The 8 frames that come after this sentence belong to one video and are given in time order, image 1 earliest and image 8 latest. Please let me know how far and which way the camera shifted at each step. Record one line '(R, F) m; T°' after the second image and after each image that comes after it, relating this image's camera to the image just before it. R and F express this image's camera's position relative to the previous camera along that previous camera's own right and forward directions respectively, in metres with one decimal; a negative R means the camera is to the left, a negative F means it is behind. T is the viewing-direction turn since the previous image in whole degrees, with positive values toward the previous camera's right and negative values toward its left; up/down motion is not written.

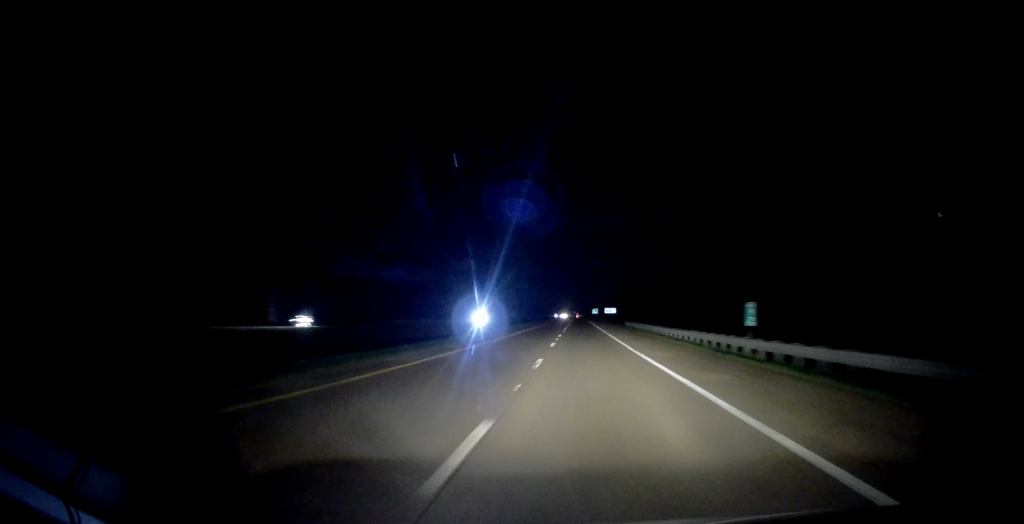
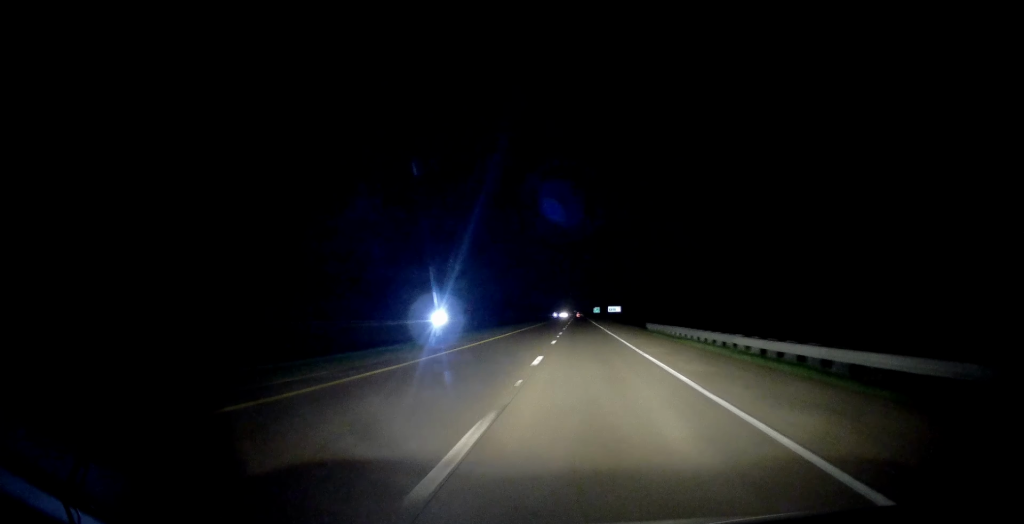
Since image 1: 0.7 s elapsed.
(0.0, +23.9) m; 0°
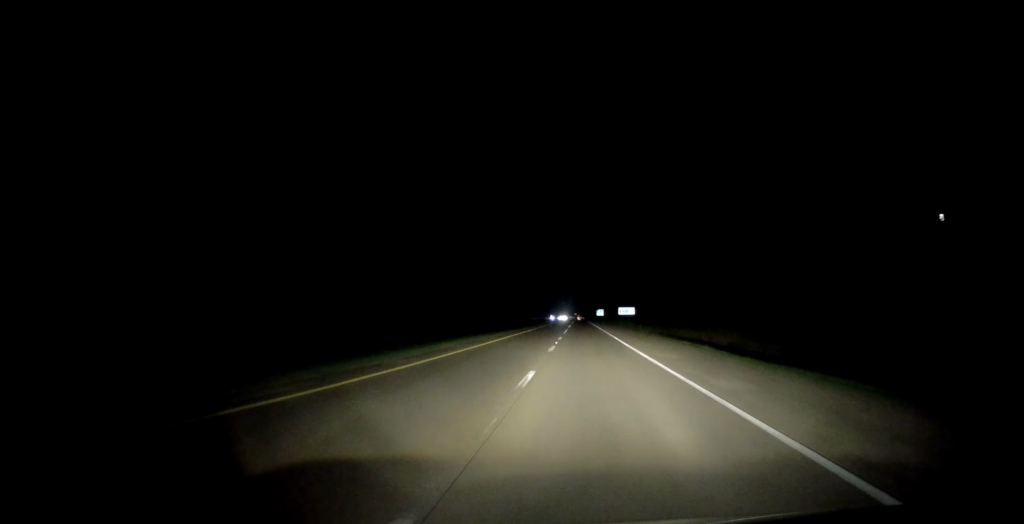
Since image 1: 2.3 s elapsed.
(-0.2, +53.4) m; 0°
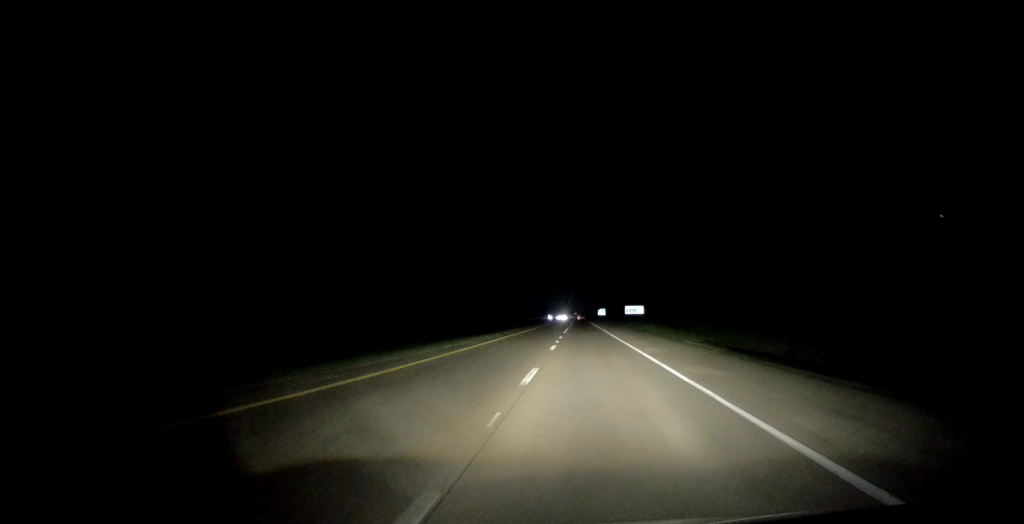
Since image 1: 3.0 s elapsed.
(+0.1, +23.9) m; 0°
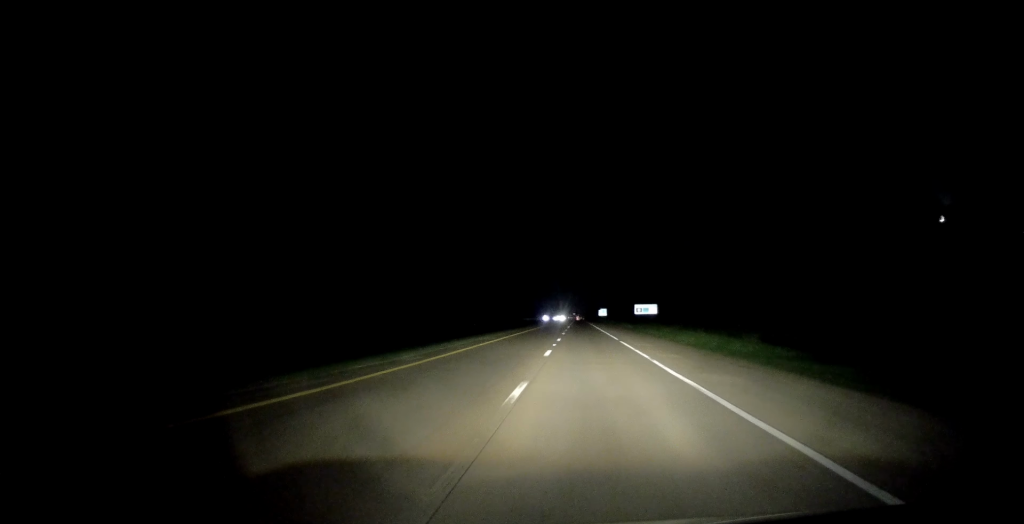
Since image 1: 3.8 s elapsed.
(0.0, +27.3) m; 0°
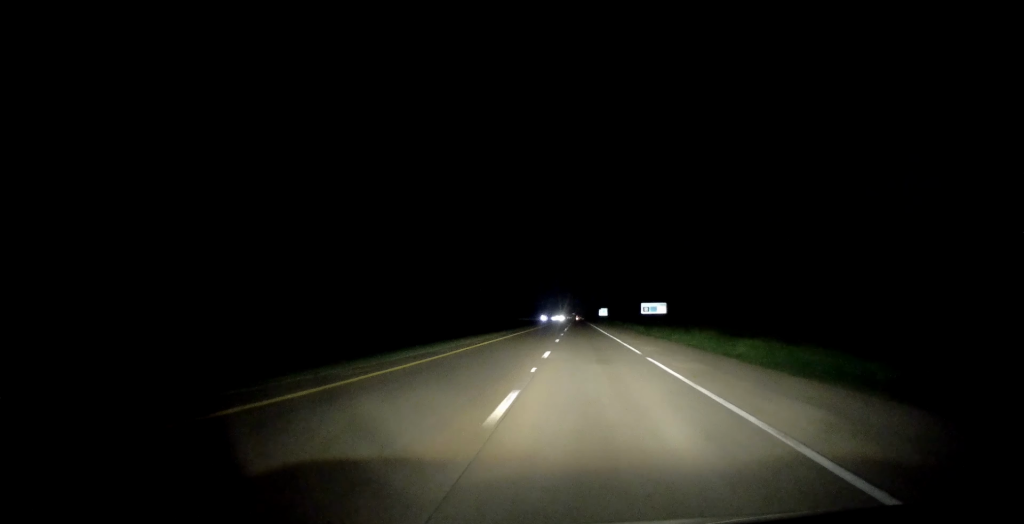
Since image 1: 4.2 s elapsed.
(-0.1, +14.7) m; 0°
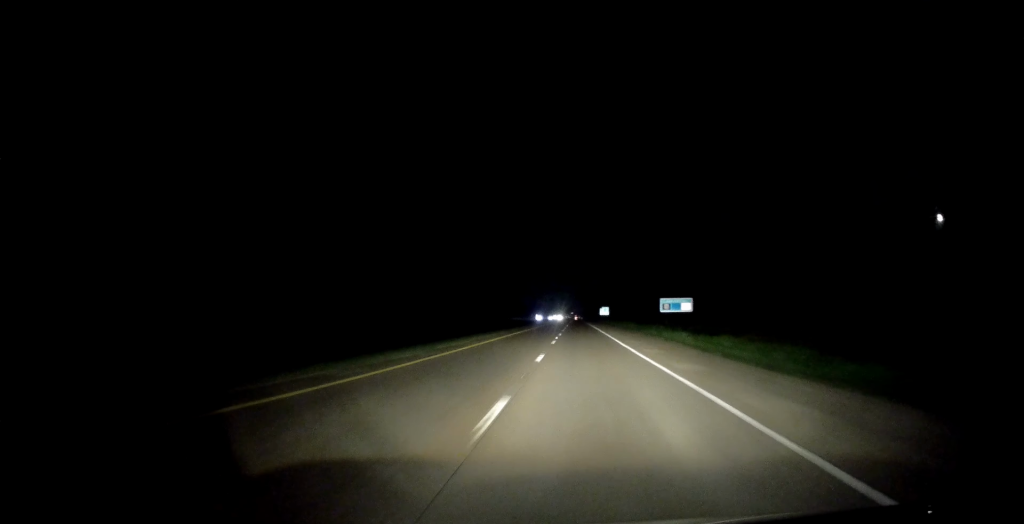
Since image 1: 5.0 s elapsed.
(-0.2, +26.1) m; 0°
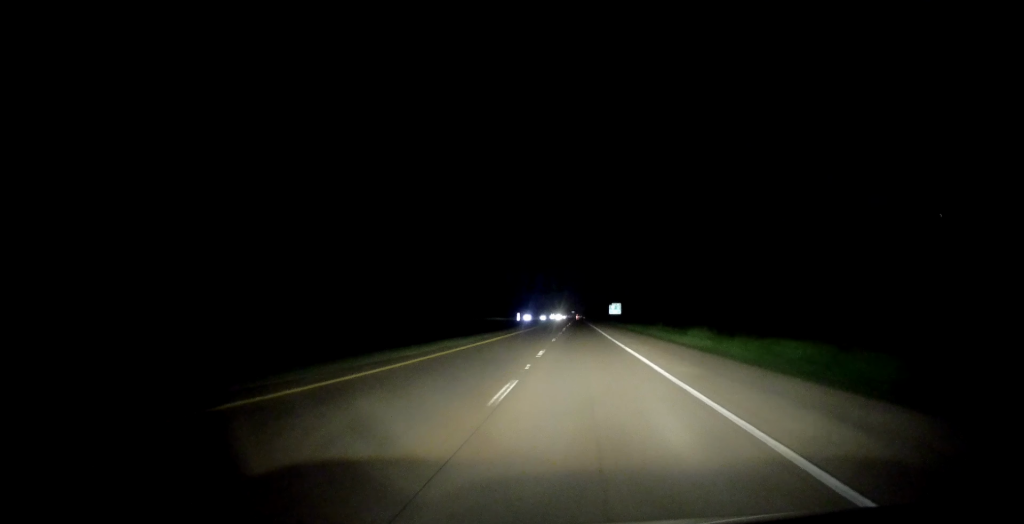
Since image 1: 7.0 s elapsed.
(0.0, +70.3) m; 0°
